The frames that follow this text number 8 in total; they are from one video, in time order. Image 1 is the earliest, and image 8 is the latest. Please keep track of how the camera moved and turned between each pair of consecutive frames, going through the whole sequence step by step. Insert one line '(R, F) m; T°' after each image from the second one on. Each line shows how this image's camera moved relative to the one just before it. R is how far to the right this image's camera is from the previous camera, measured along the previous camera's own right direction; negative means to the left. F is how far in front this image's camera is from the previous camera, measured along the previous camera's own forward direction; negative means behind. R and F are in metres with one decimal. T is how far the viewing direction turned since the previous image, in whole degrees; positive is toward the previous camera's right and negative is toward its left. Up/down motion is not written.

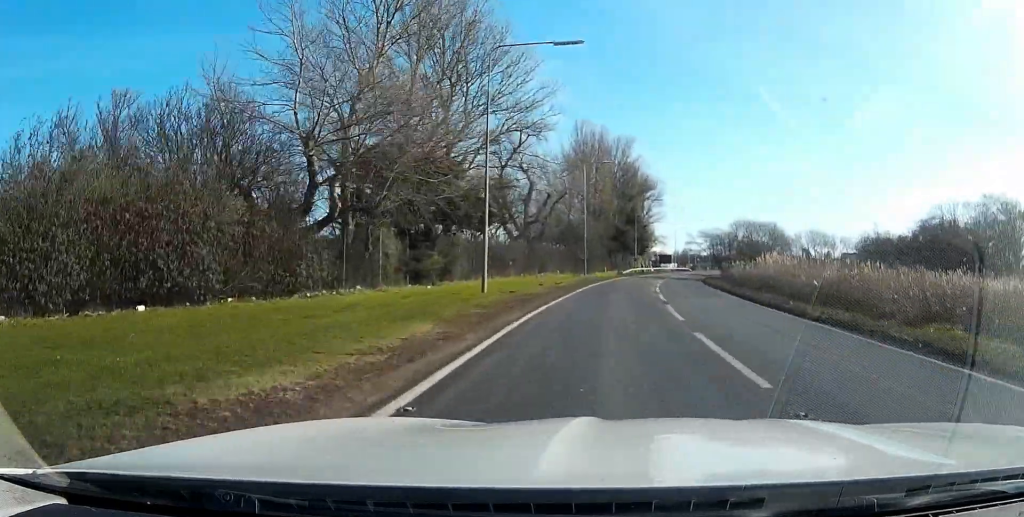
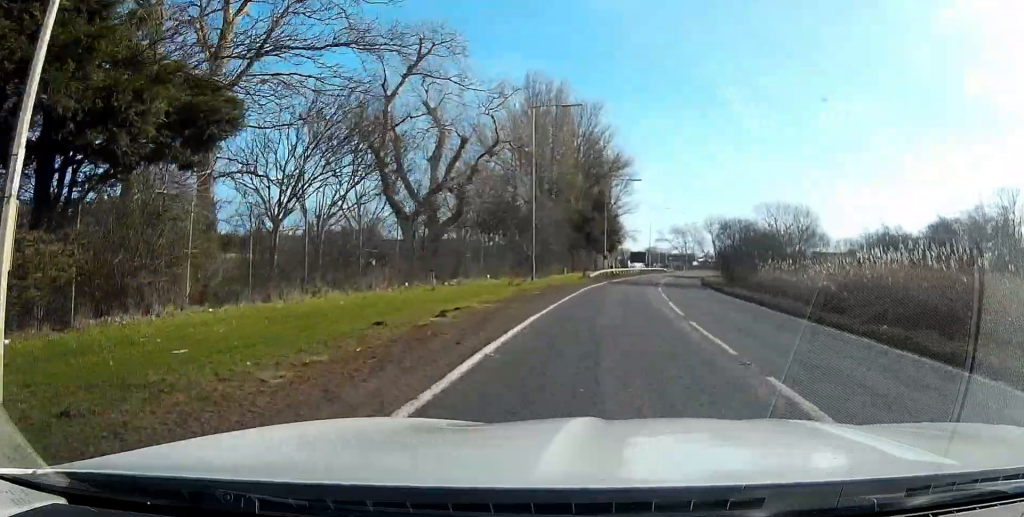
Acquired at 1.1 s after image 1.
(0.0, +23.5) m; 0°
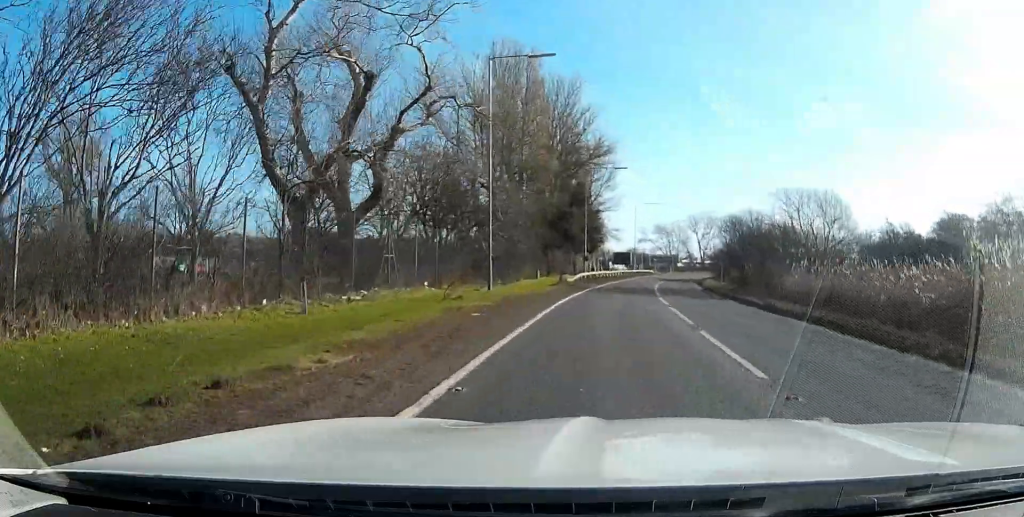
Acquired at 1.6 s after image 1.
(0.0, +10.5) m; 0°
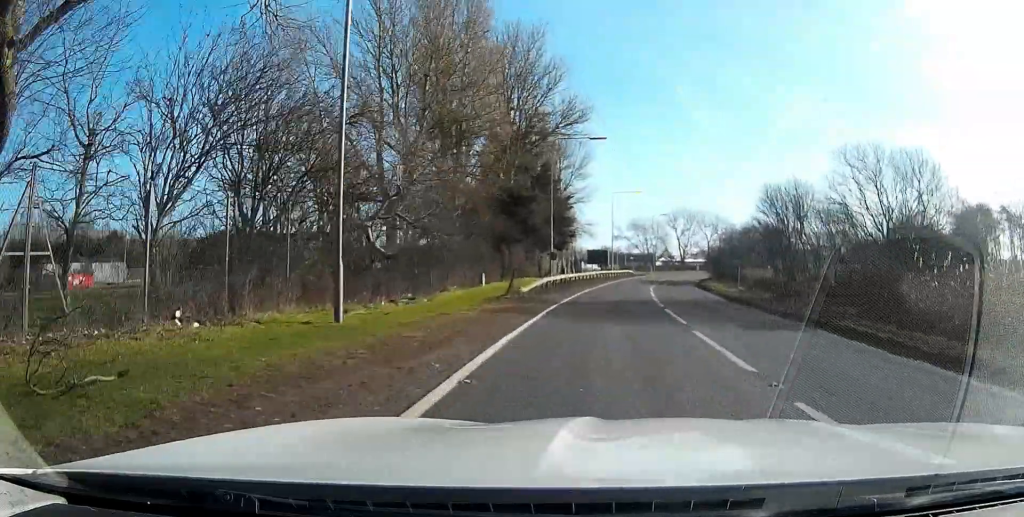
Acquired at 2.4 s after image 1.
(0.0, +16.0) m; 0°
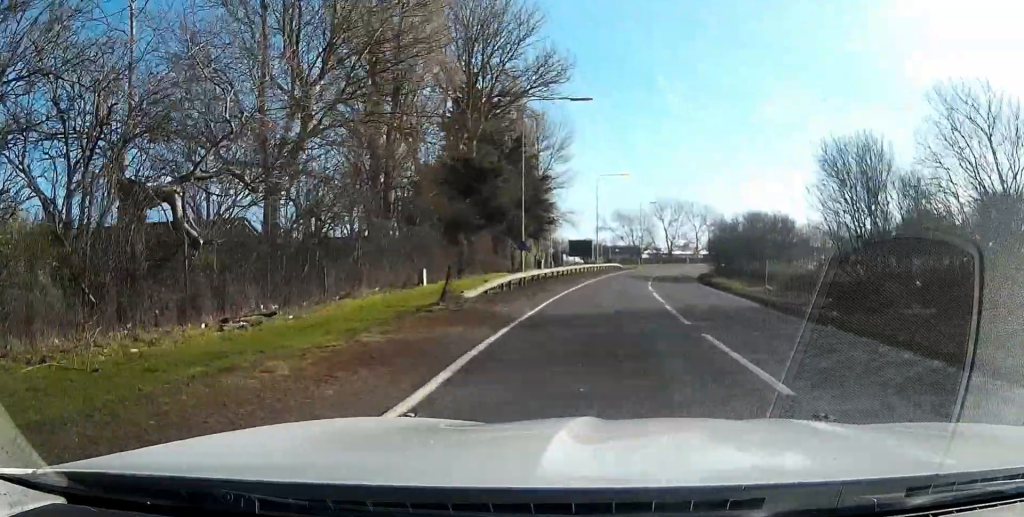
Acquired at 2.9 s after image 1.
(0.0, +10.3) m; 0°
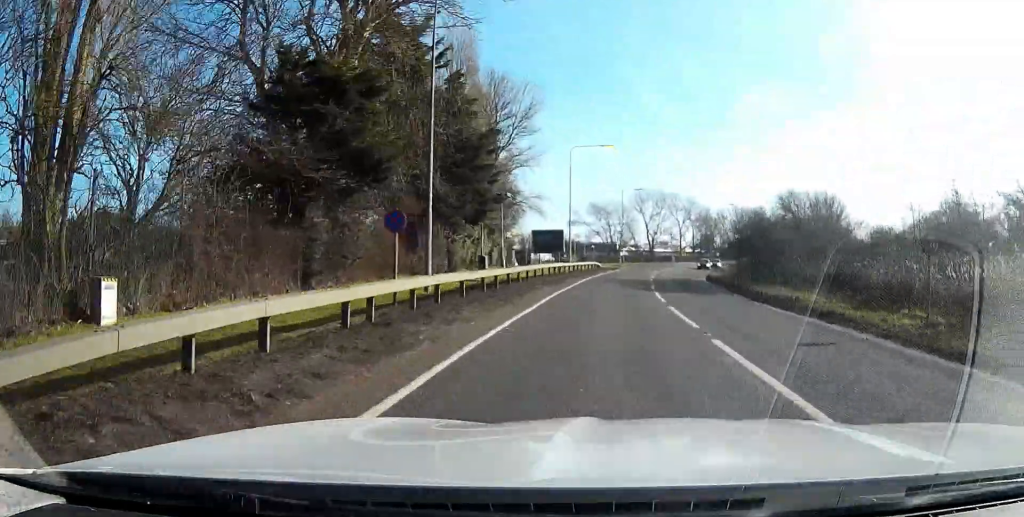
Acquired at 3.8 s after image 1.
(0.0, +18.4) m; 0°
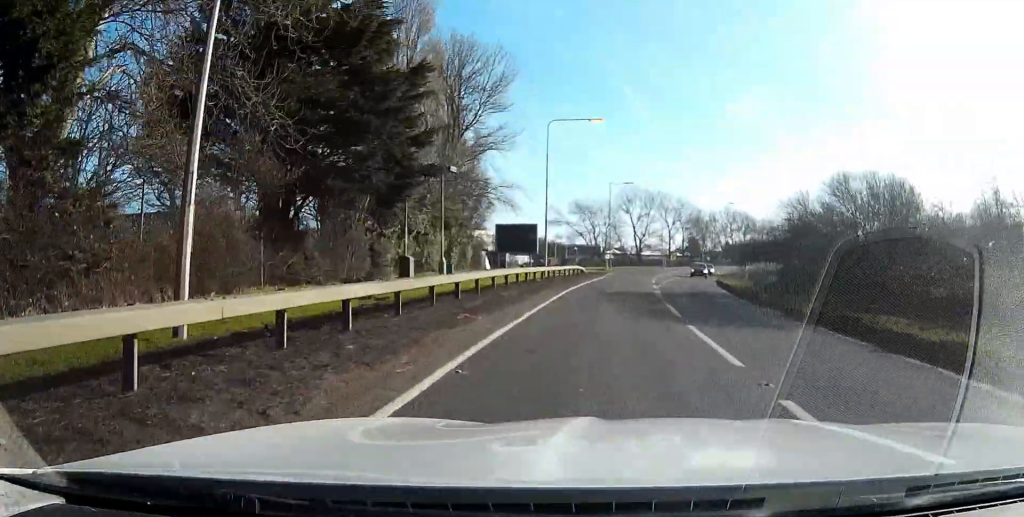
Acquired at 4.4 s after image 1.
(0.0, +12.7) m; +6°
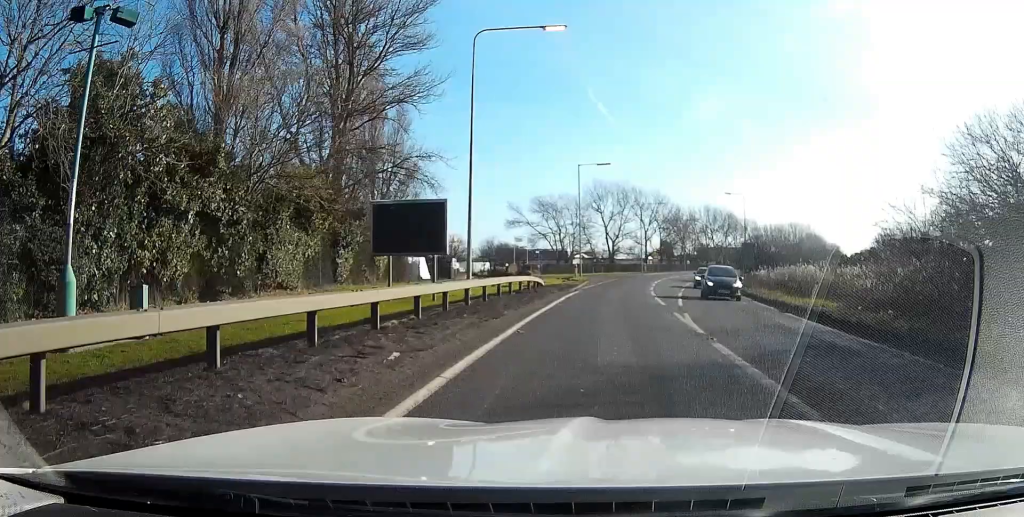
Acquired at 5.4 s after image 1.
(+2.1, +20.2) m; +10°
